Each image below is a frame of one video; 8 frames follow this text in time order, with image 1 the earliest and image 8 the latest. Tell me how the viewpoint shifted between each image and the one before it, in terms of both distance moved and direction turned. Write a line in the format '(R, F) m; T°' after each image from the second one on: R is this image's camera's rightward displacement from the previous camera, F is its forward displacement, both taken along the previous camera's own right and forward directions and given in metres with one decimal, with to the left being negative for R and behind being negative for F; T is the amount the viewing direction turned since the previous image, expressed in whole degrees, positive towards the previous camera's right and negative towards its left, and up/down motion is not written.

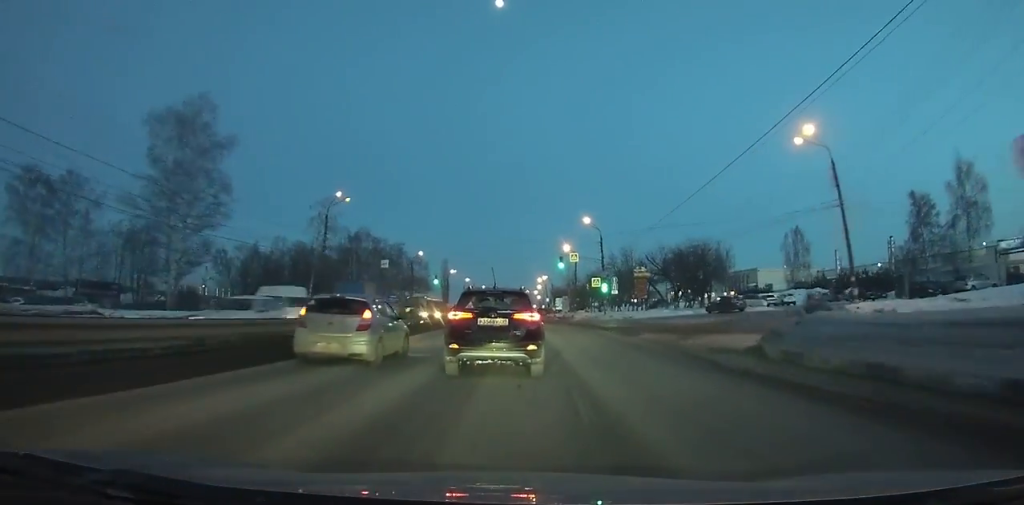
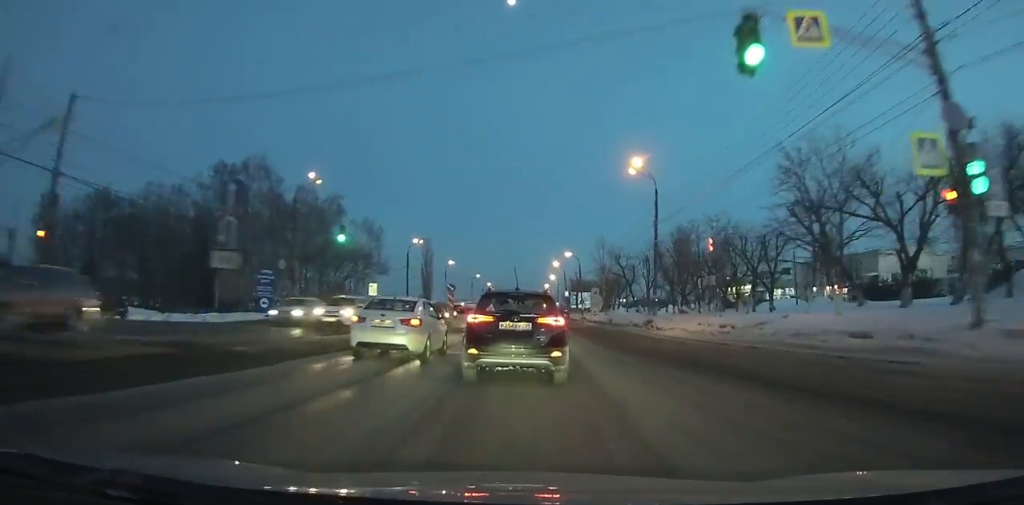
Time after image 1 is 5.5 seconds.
(-0.2, +55.4) m; -1°
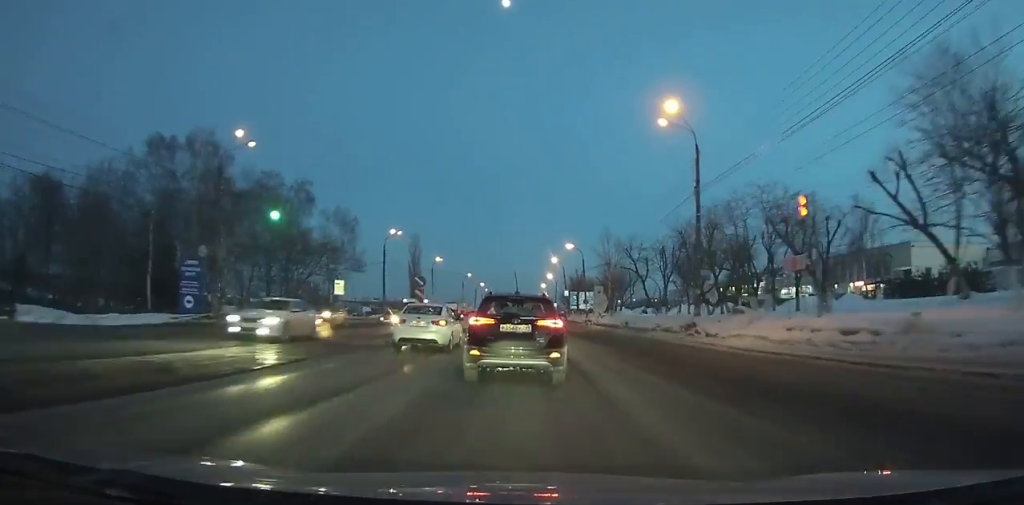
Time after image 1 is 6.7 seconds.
(0.0, +12.2) m; 0°
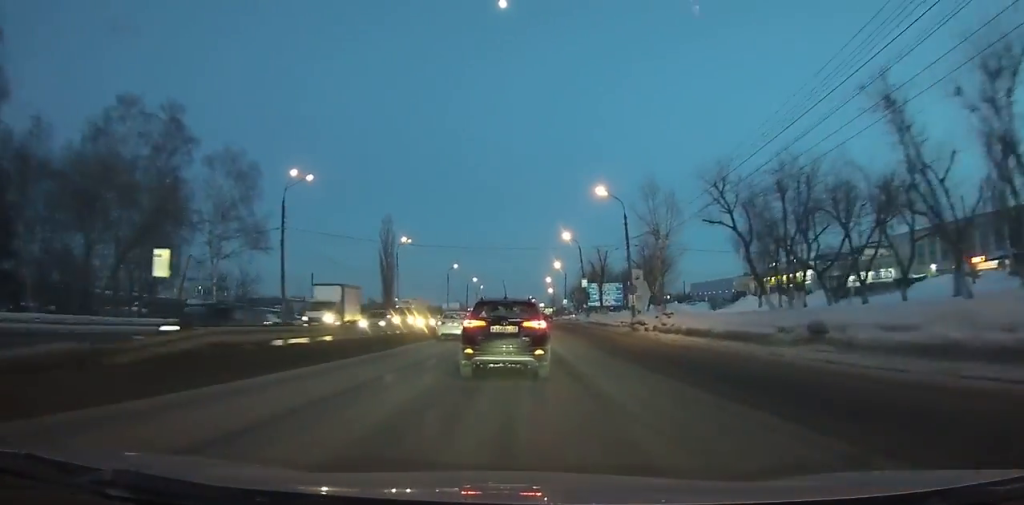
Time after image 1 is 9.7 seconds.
(-0.1, +32.3) m; 0°
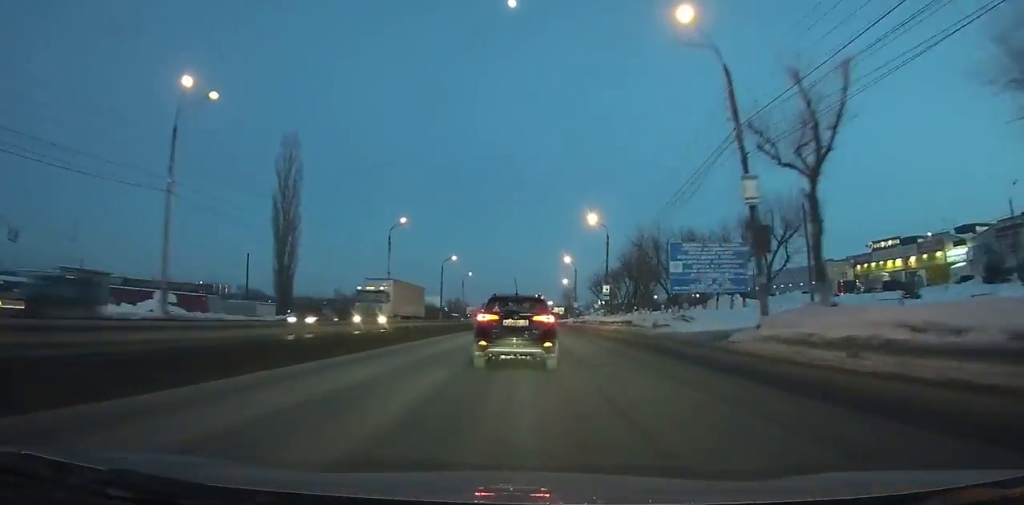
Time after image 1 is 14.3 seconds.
(0.0, +55.2) m; 0°
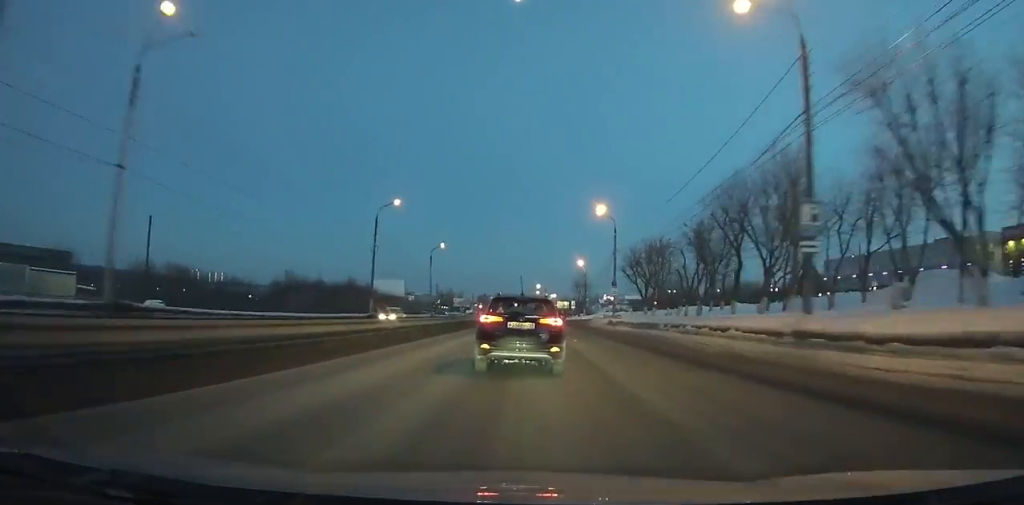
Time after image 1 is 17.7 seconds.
(0.0, +44.2) m; 0°
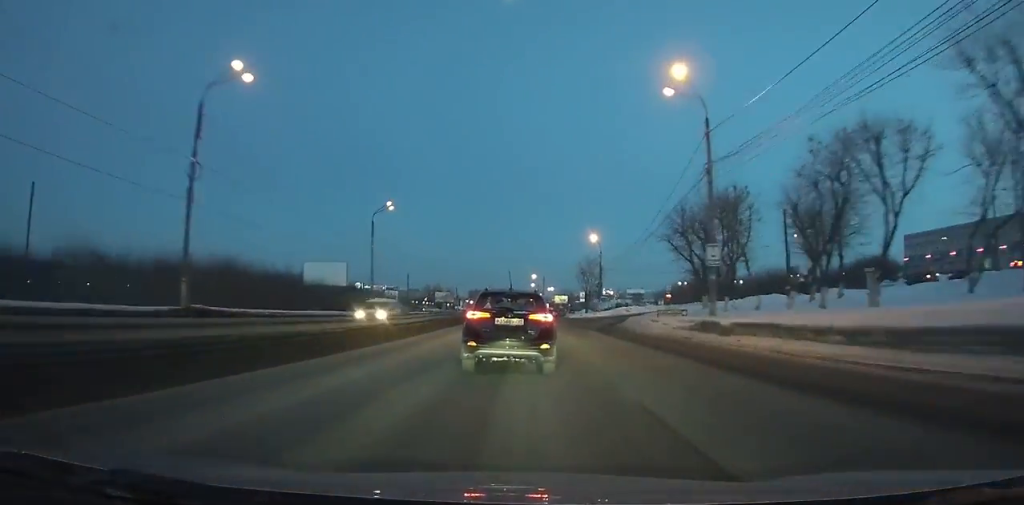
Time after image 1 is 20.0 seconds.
(+0.1, +31.3) m; 0°
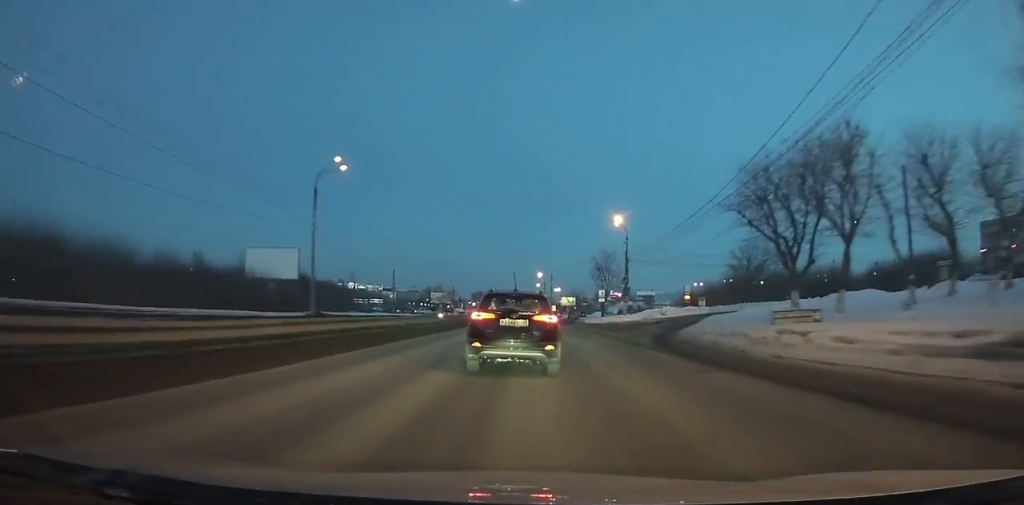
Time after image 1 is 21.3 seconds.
(0.0, +17.9) m; 0°
